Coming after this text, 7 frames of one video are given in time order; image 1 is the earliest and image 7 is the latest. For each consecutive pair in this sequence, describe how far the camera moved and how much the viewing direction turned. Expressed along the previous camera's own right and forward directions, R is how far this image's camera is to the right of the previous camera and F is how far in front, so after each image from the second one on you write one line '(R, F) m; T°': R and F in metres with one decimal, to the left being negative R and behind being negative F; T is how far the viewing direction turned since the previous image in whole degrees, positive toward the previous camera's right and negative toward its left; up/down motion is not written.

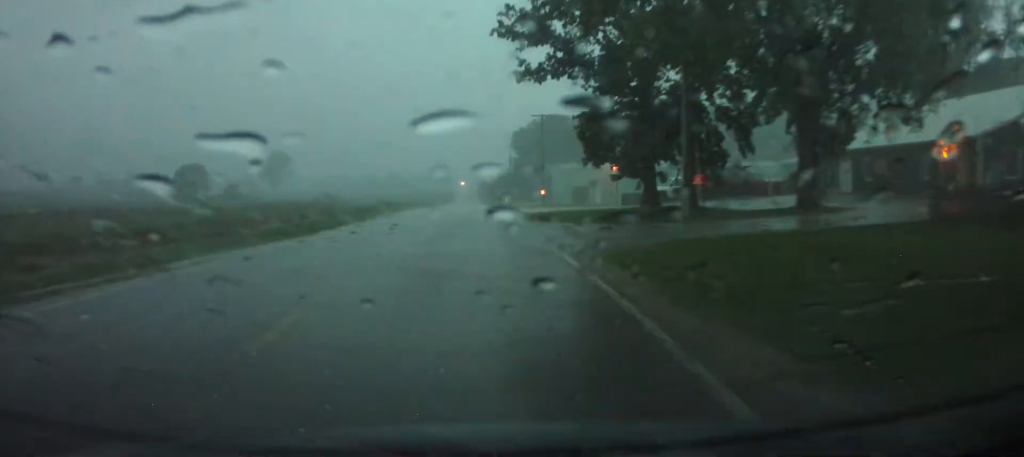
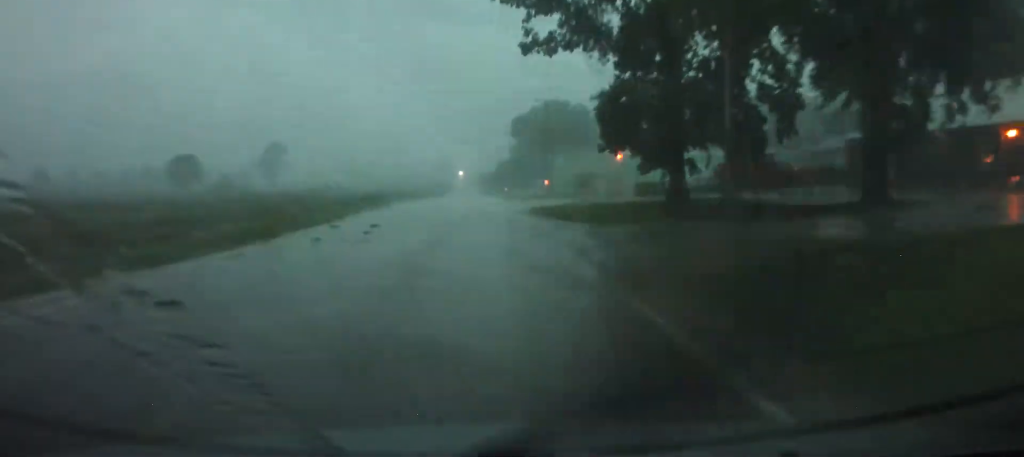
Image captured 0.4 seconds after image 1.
(0.0, +6.0) m; 0°
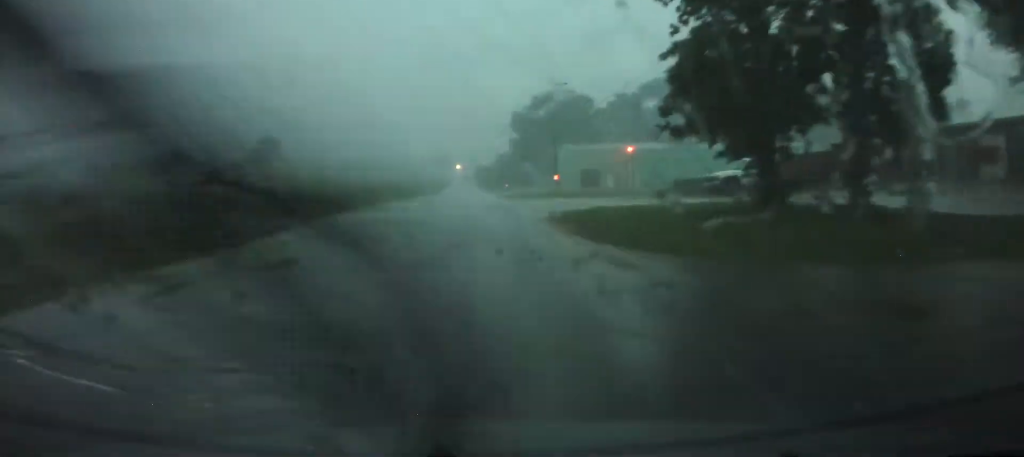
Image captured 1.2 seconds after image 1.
(+0.1, +11.8) m; +1°
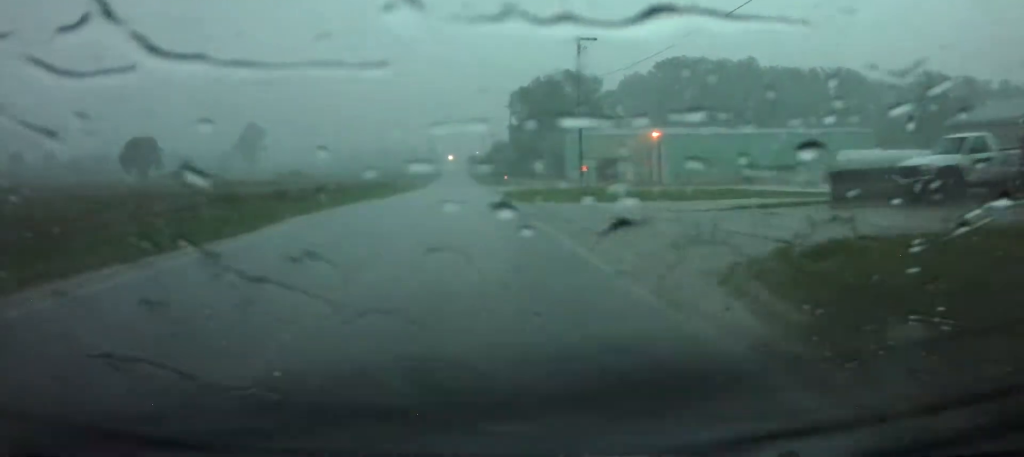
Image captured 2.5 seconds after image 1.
(+0.2, +21.1) m; +1°
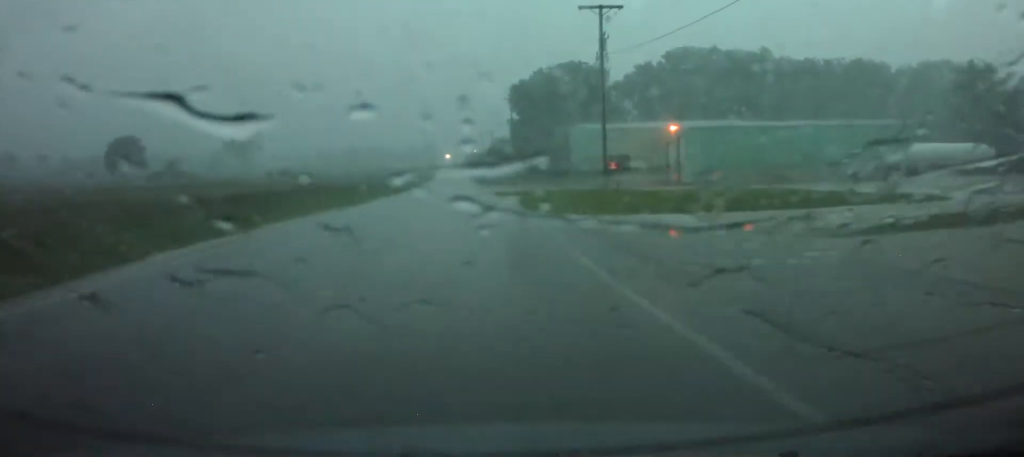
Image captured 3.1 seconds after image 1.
(+0.1, +10.3) m; 0°
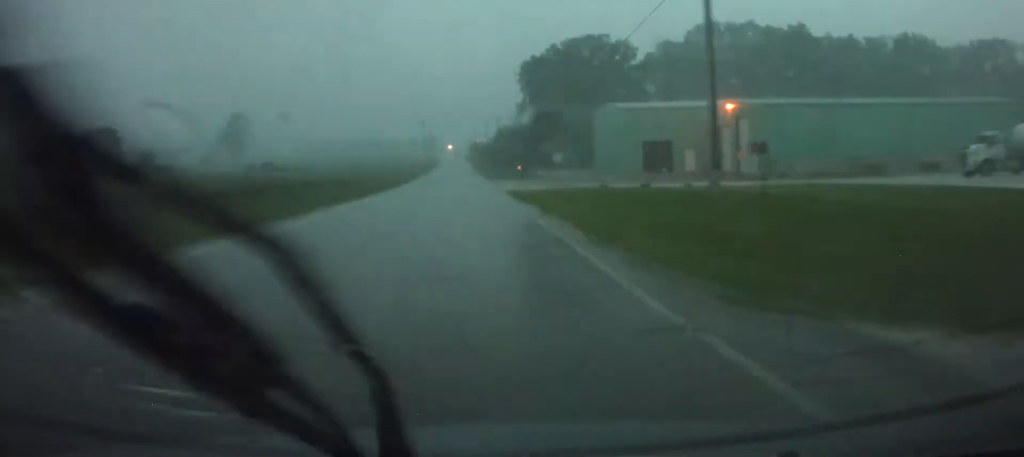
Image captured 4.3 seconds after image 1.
(-0.2, +19.9) m; -2°
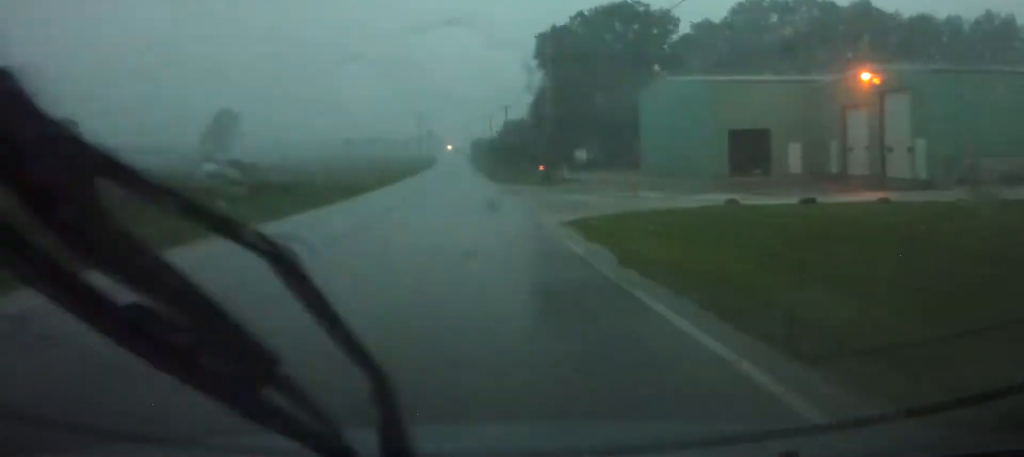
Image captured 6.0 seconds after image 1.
(-0.4, +27.5) m; 0°
